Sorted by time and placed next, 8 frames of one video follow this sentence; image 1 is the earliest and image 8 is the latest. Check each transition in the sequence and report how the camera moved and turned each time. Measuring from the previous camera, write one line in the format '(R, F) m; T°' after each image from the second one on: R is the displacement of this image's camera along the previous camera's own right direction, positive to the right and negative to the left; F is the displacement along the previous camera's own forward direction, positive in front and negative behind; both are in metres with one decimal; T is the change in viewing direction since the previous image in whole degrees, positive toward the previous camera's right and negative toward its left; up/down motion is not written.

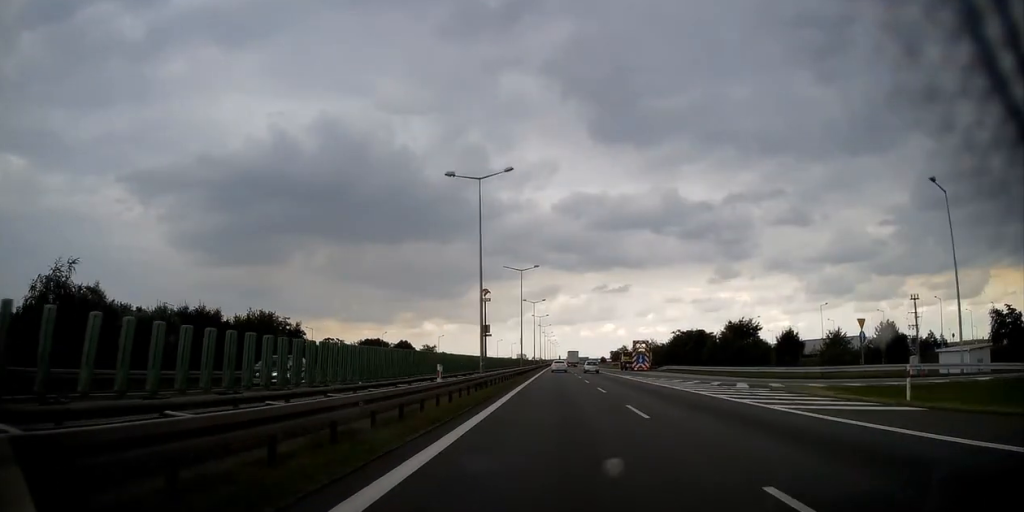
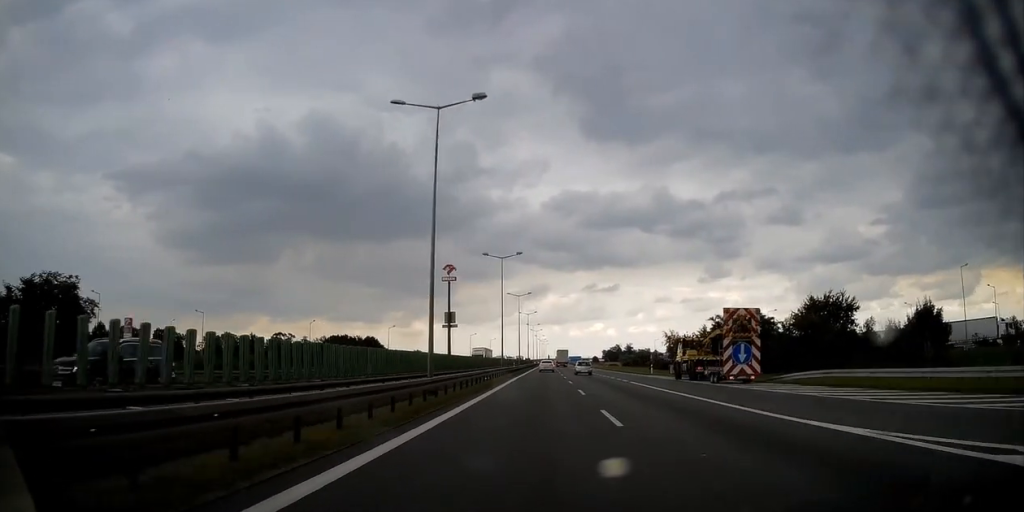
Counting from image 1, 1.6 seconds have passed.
(+0.4, +49.8) m; 0°
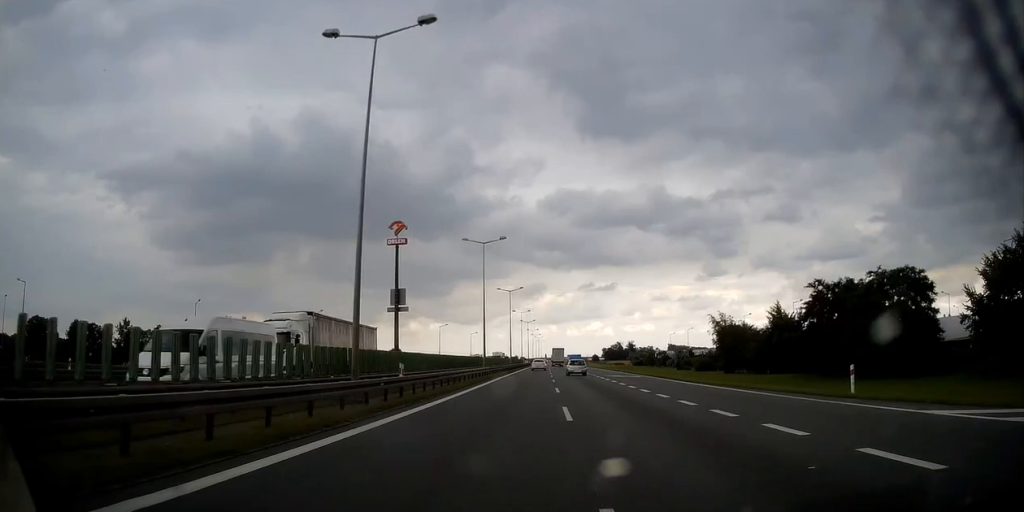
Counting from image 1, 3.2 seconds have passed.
(+0.4, +47.1) m; +1°
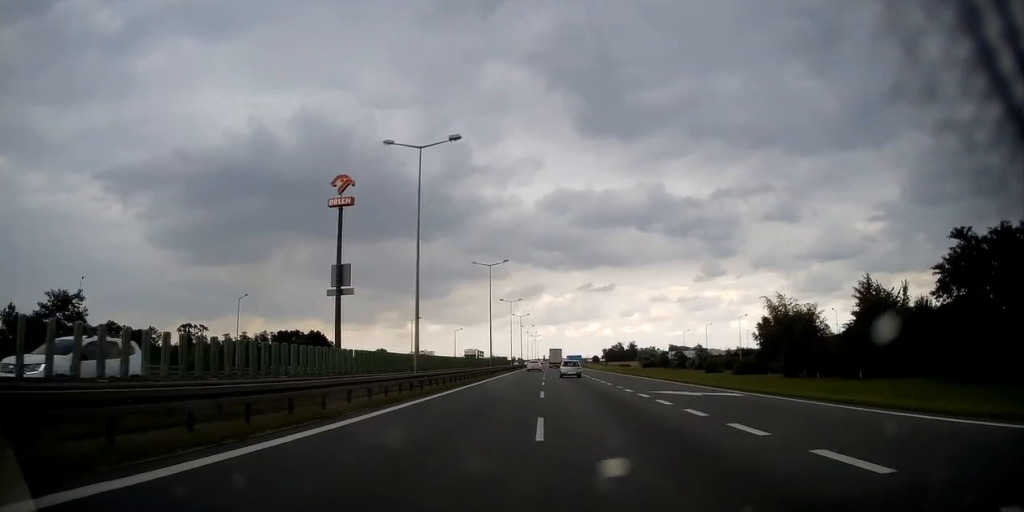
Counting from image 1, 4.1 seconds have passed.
(+0.1, +27.7) m; 0°
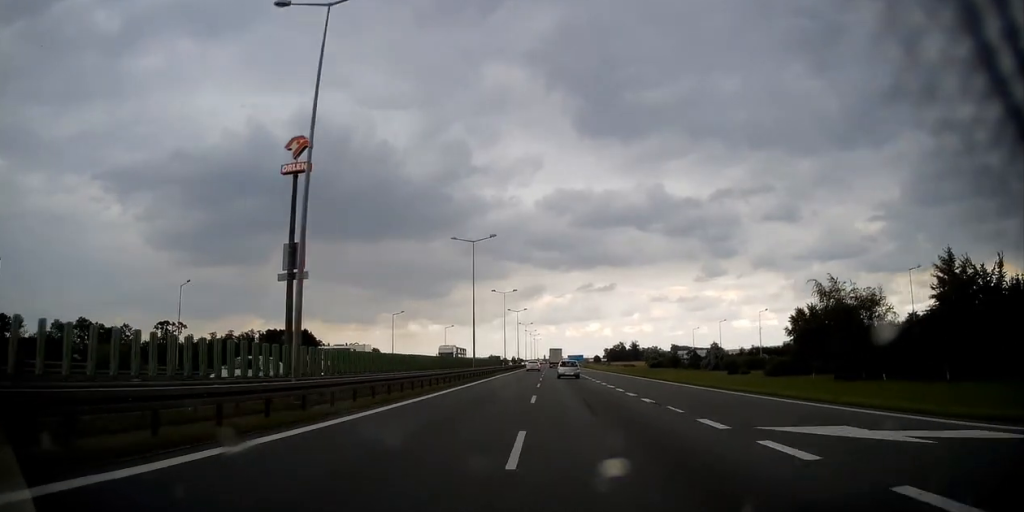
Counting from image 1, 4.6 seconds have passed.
(-0.2, +14.6) m; 0°
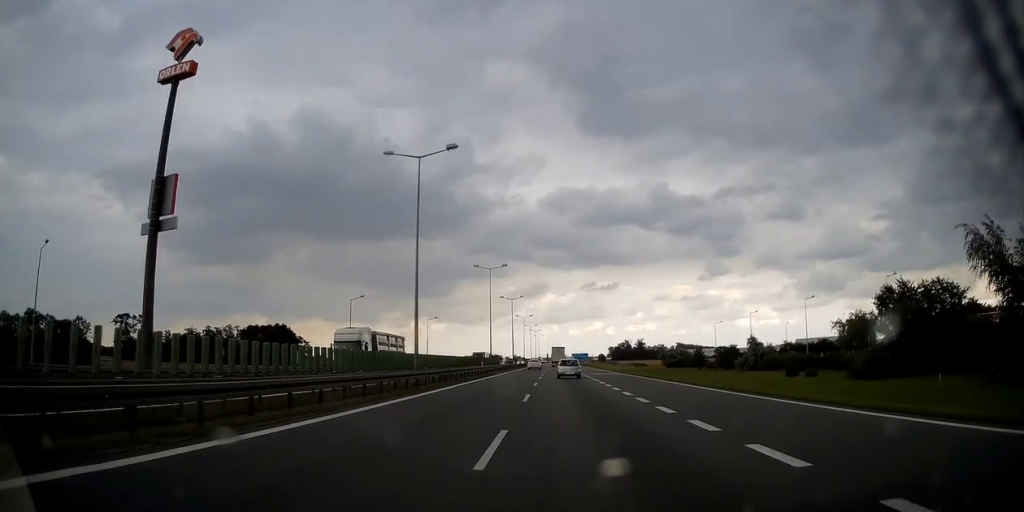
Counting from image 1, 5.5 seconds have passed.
(-0.2, +24.3) m; 0°
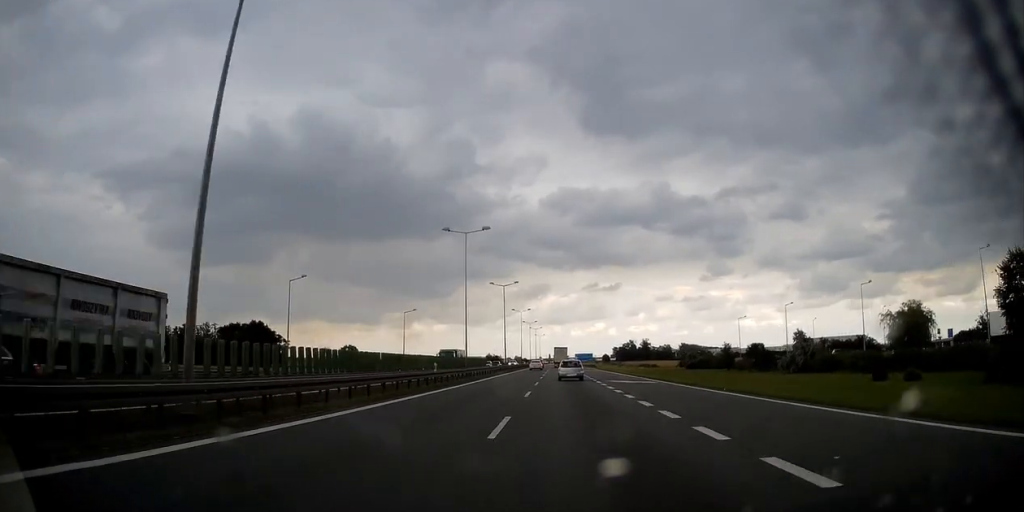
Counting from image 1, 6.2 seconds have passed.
(0.0, +21.2) m; 0°
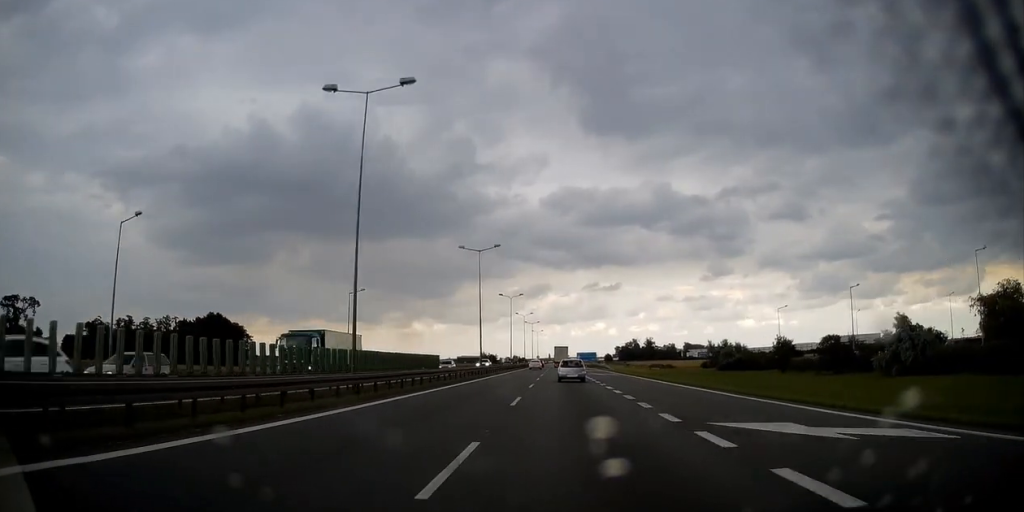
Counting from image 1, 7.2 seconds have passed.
(+0.2, +28.7) m; 0°
